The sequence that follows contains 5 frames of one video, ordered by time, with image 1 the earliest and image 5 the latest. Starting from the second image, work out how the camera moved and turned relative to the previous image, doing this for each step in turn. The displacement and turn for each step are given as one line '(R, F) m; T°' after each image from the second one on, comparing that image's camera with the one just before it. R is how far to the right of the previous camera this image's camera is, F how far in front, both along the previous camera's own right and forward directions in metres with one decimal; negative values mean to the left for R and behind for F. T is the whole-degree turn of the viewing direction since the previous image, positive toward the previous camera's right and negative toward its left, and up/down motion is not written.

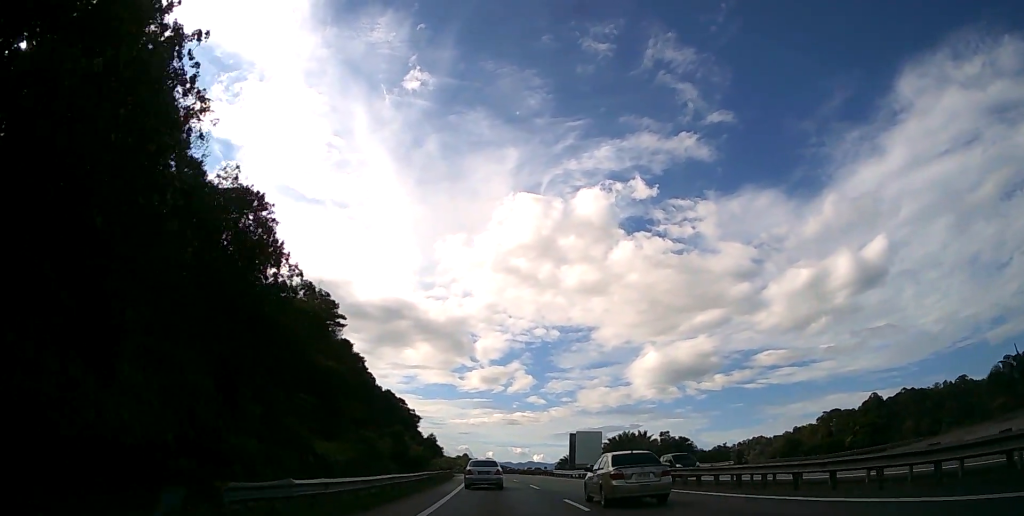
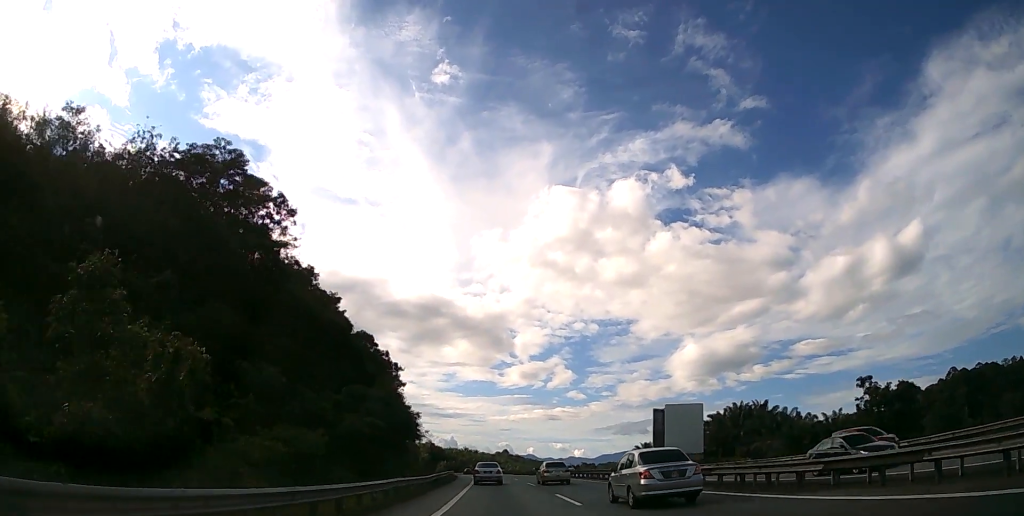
(-2.2, +56.1) m; -4°
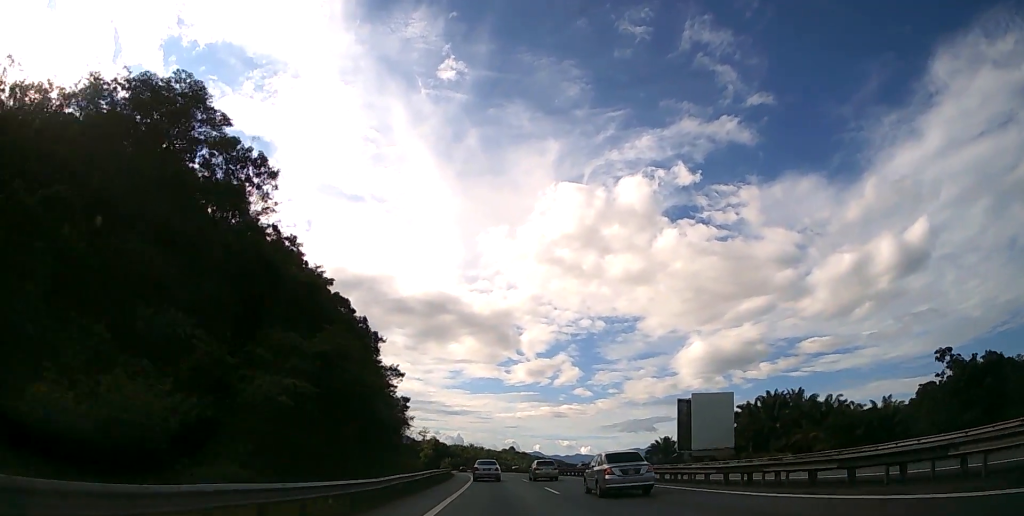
(-0.1, +12.2) m; -1°
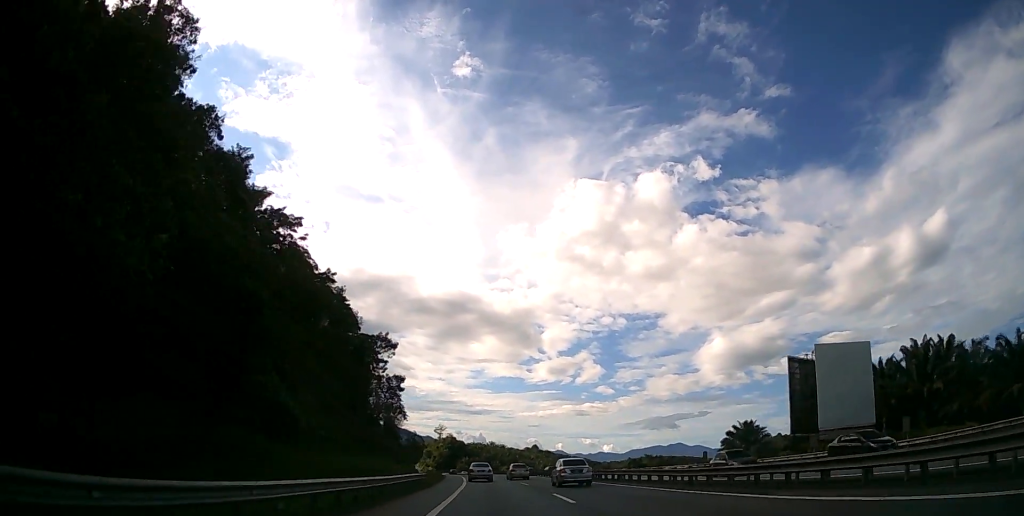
(-0.6, +34.8) m; -2°
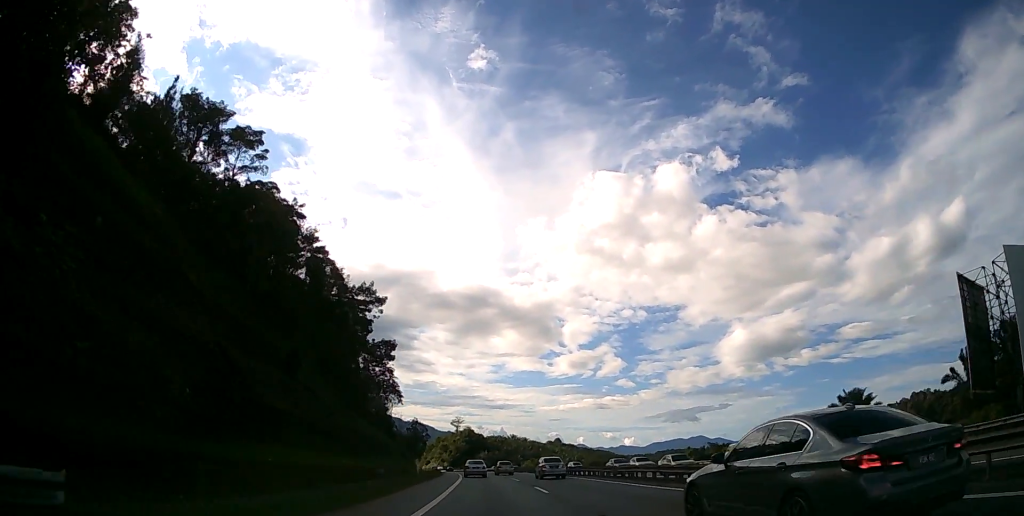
(-0.5, +27.6) m; -2°
